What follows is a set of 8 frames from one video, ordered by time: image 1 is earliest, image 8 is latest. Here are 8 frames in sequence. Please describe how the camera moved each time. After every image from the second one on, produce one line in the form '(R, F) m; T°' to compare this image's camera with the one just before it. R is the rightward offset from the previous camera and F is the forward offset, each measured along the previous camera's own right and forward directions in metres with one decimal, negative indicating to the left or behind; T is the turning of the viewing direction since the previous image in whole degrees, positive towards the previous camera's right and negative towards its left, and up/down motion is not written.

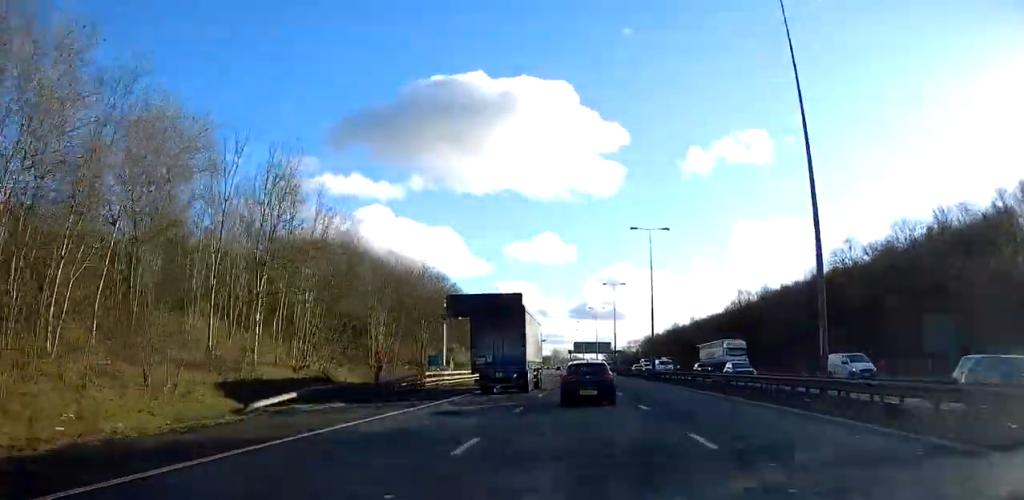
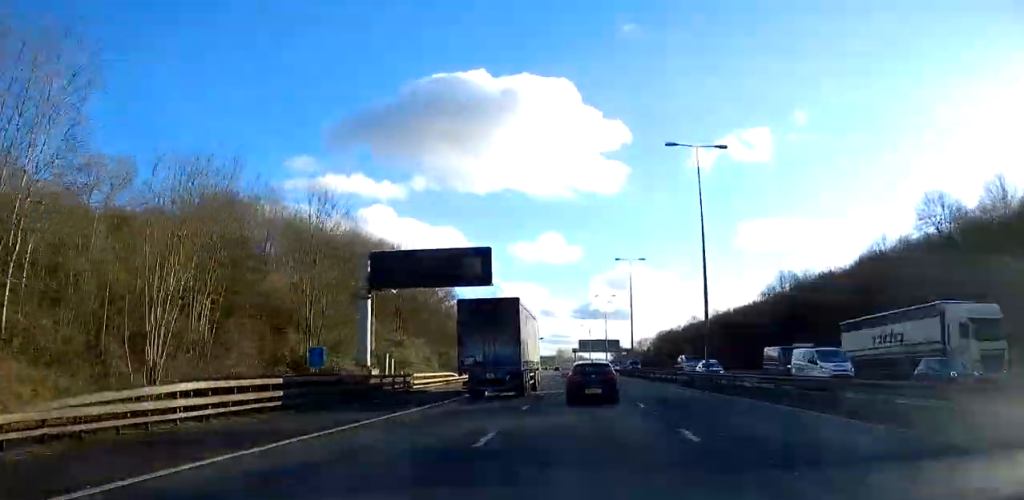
(-0.1, +26.7) m; 0°
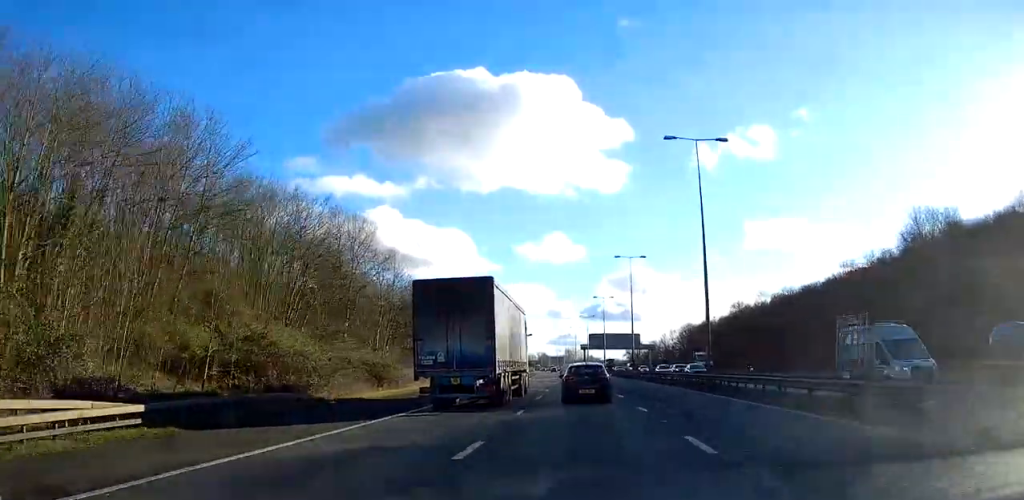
(-0.2, +47.6) m; -1°
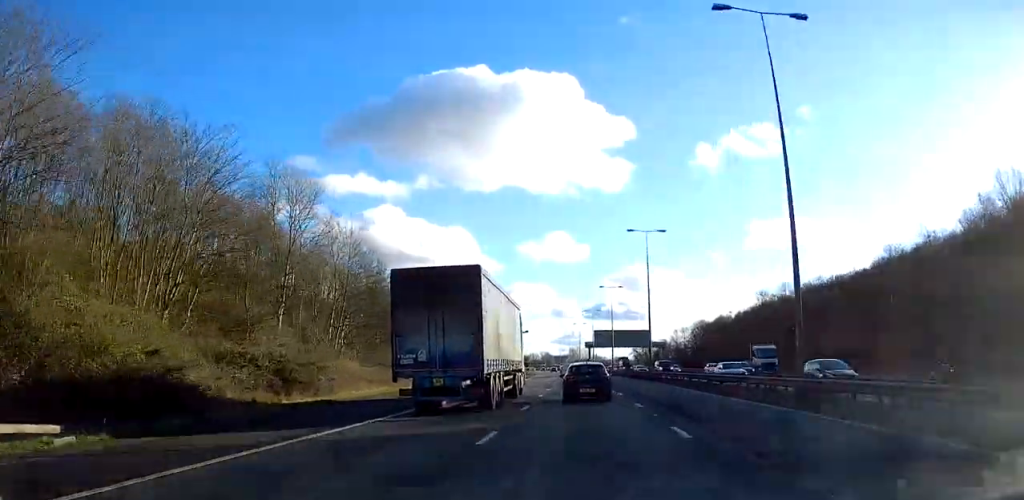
(-0.1, +16.1) m; -1°
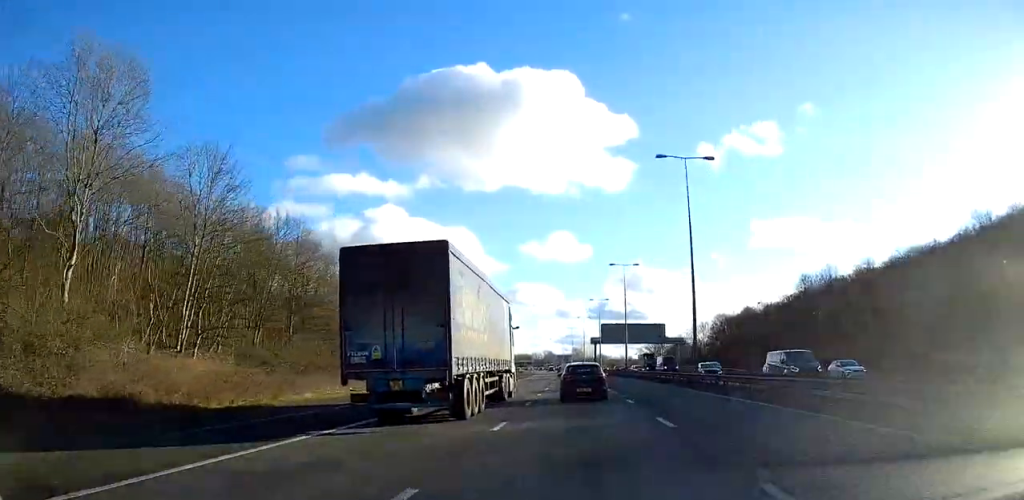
(-0.2, +24.7) m; -1°
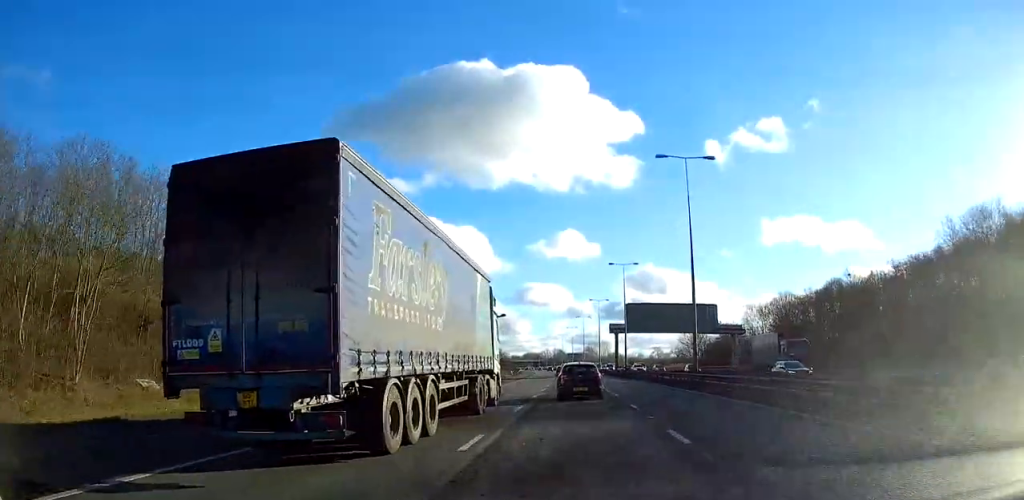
(-0.3, +46.6) m; -1°
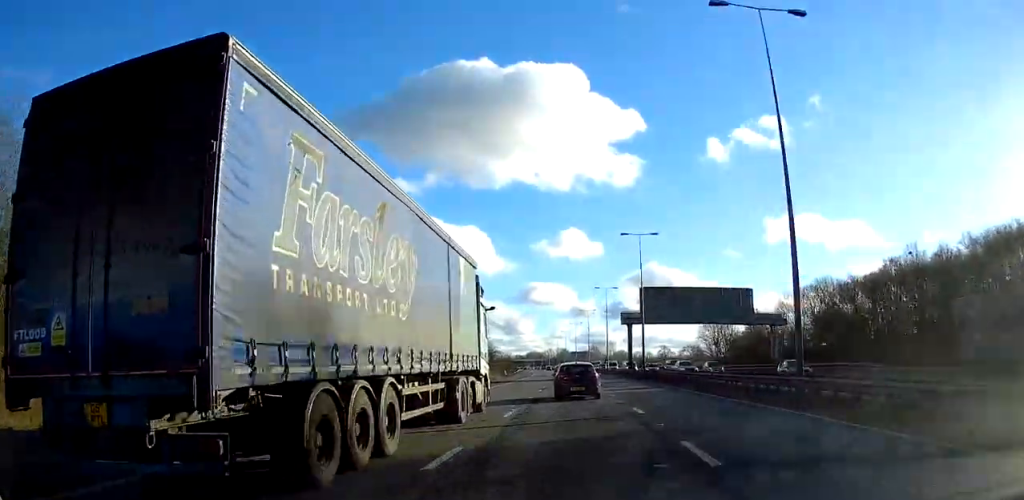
(0.0, +20.1) m; 0°
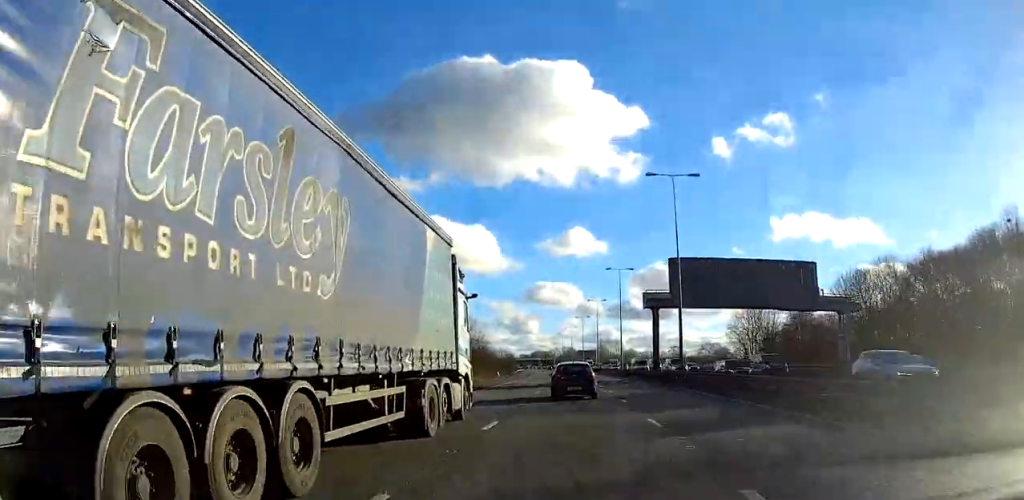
(-0.1, +21.9) m; -1°
